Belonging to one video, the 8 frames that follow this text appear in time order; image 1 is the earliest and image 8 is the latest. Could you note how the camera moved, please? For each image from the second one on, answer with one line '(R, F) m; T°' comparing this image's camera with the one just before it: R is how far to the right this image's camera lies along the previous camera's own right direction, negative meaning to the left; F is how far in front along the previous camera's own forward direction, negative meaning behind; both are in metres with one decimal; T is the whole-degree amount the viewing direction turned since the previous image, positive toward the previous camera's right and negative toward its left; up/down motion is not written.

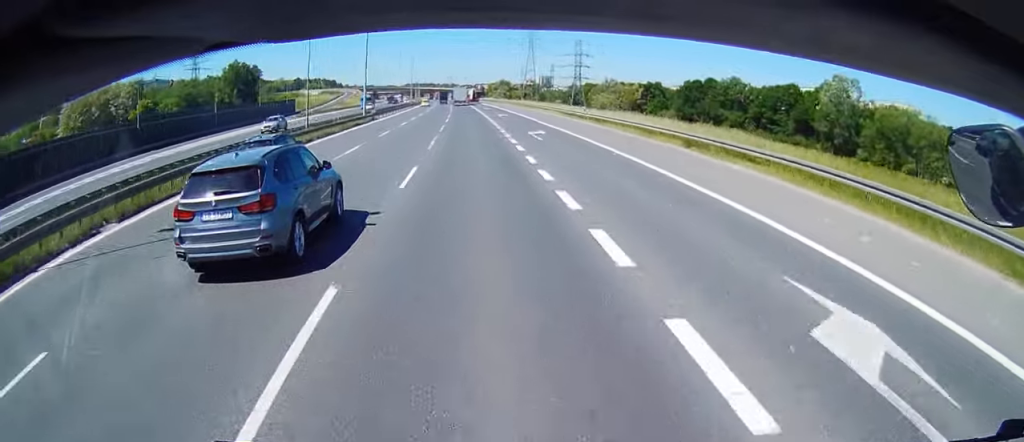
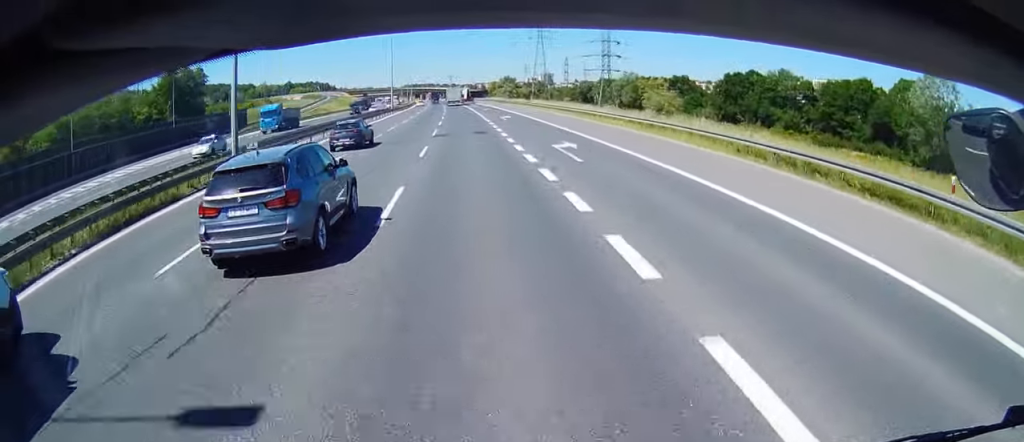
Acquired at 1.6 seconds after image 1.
(-1.3, +39.7) m; -4°
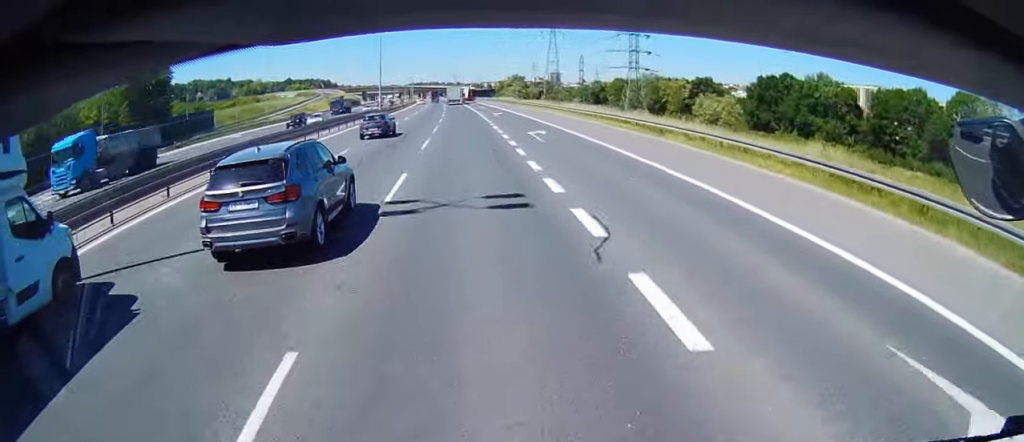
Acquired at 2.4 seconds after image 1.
(-0.1, +21.7) m; 0°
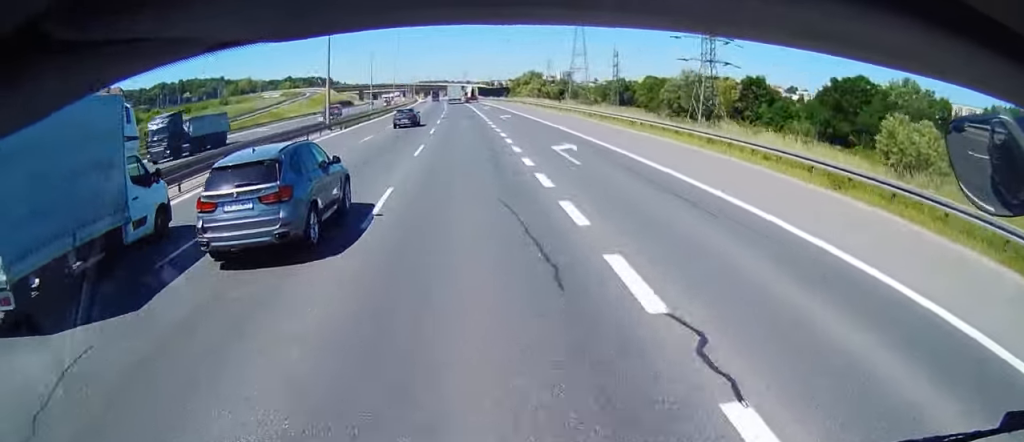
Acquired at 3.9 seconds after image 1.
(0.0, +40.6) m; 0°
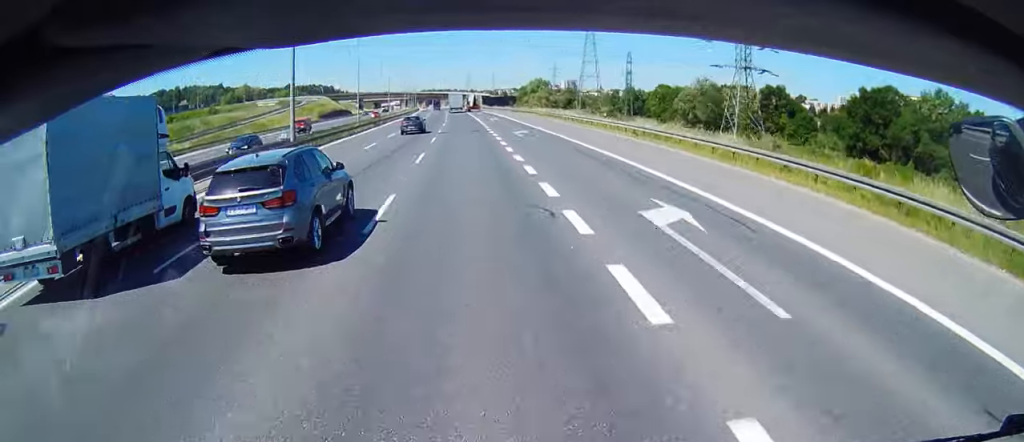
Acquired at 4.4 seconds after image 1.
(0.0, +12.7) m; 0°
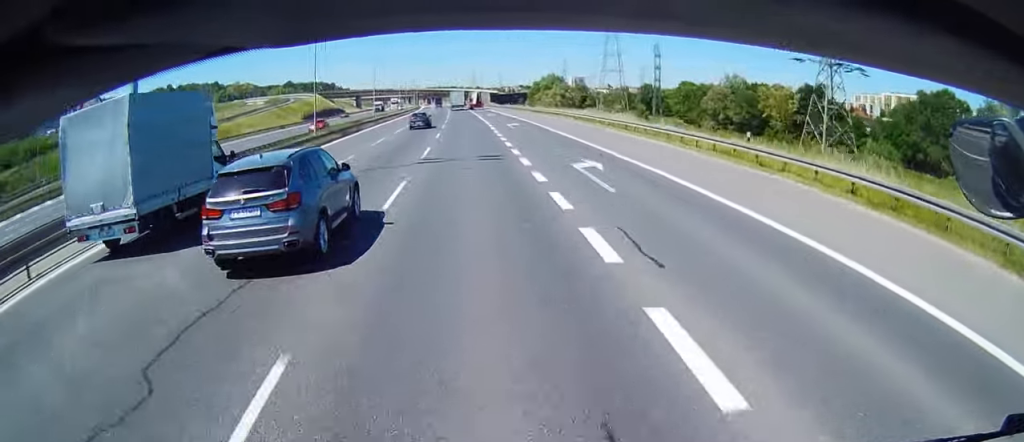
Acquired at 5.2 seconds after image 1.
(0.0, +24.0) m; 0°
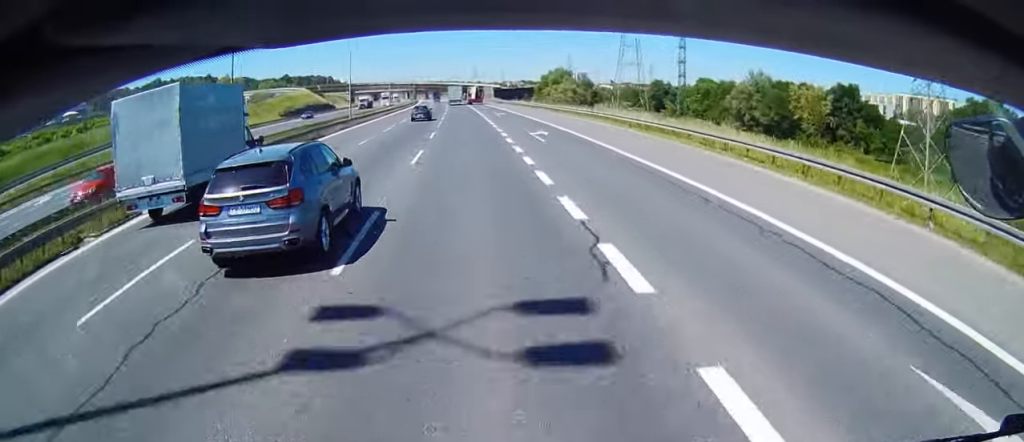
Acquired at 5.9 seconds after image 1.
(0.0, +19.7) m; 0°
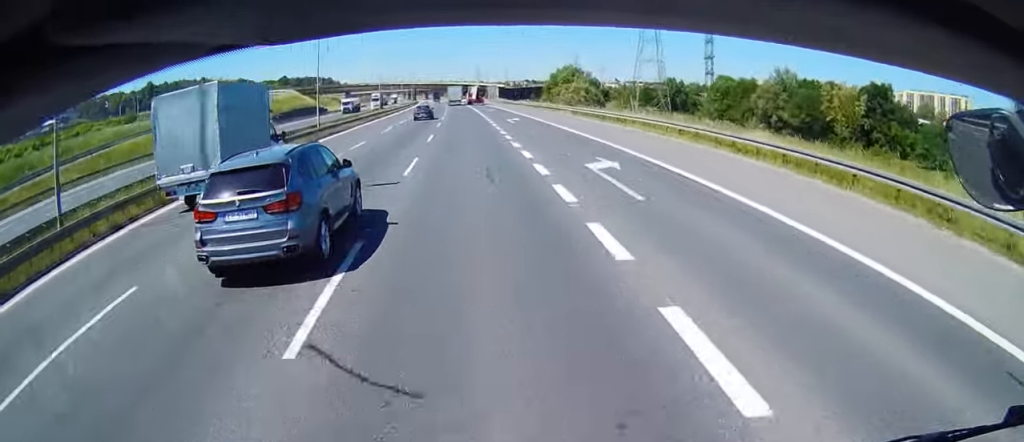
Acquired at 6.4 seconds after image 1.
(0.0, +16.7) m; 0°
